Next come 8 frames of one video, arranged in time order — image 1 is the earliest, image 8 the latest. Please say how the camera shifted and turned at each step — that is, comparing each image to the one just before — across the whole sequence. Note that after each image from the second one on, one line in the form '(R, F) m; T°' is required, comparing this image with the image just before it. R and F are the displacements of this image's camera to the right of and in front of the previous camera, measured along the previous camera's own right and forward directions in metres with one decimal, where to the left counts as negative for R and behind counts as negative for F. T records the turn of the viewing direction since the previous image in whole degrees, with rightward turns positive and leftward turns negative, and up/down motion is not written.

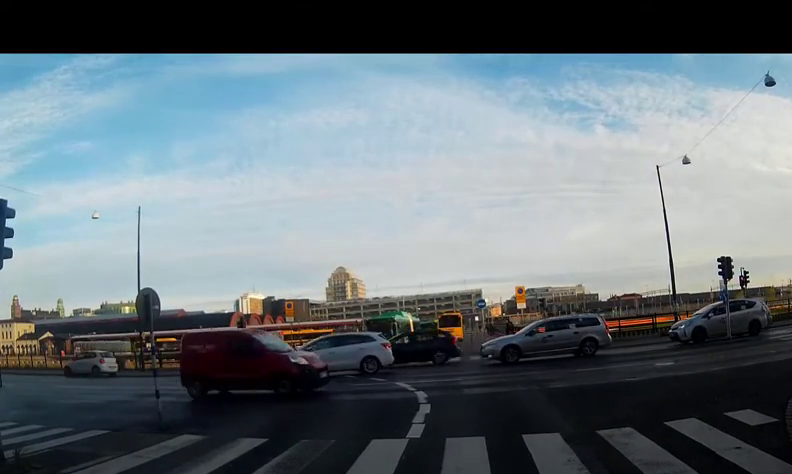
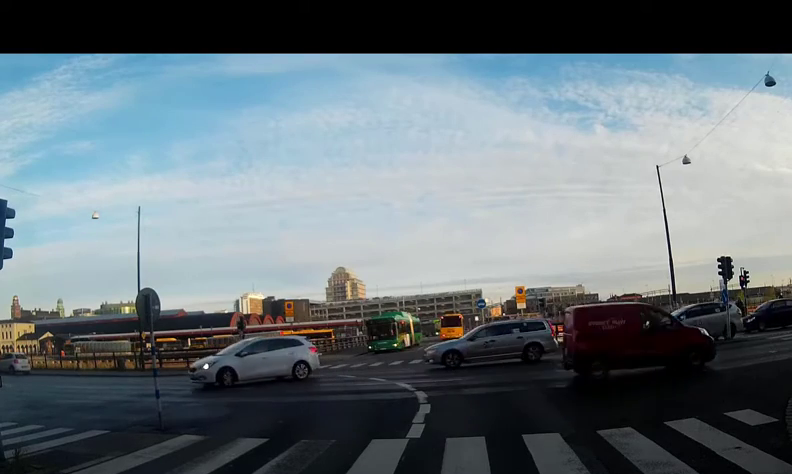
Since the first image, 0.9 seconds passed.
(0.0, 0.0) m; 0°
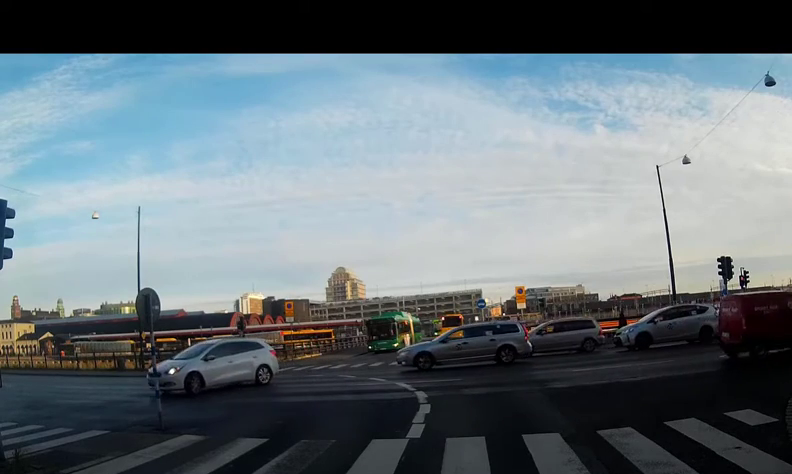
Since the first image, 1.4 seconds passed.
(0.0, 0.0) m; 0°
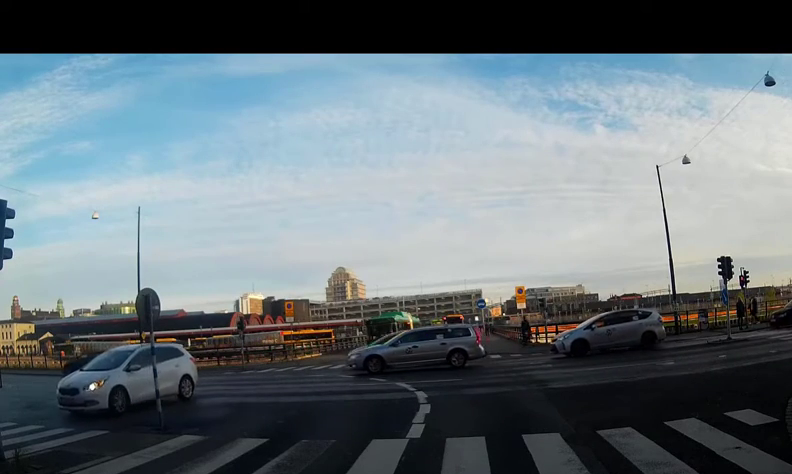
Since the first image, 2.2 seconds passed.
(0.0, 0.0) m; 0°
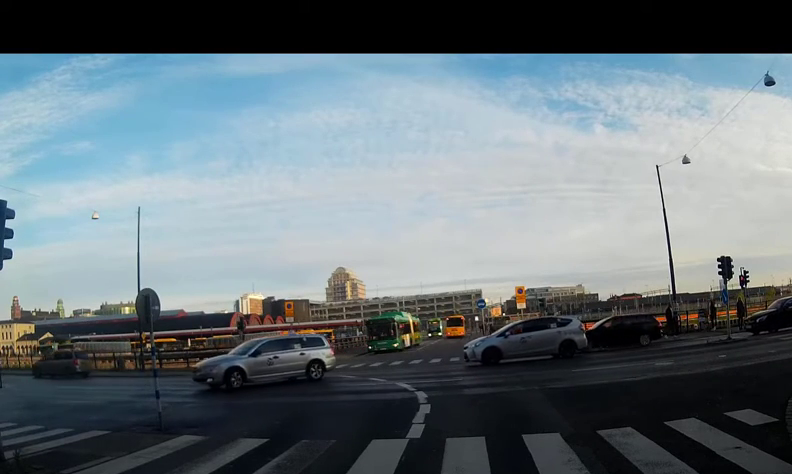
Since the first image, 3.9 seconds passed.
(0.0, 0.0) m; 0°
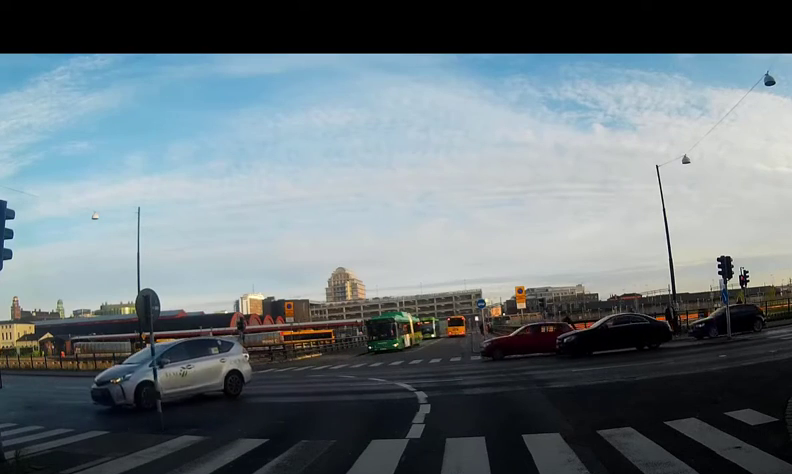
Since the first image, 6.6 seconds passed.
(0.0, 0.0) m; 0°
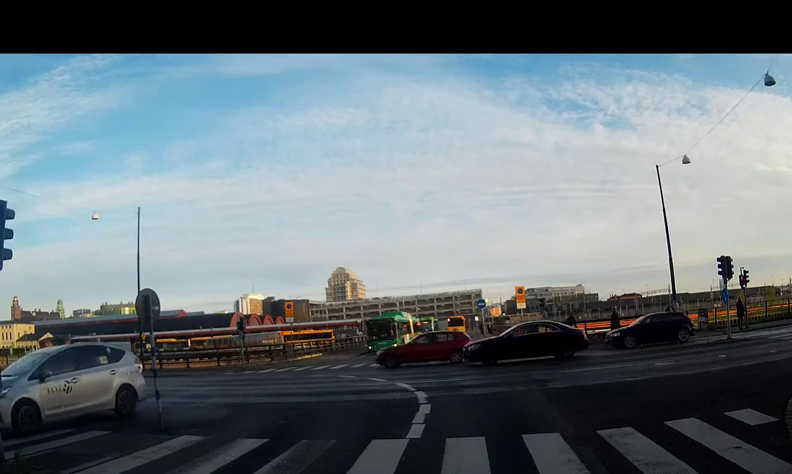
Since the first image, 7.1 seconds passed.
(0.0, 0.0) m; 0°
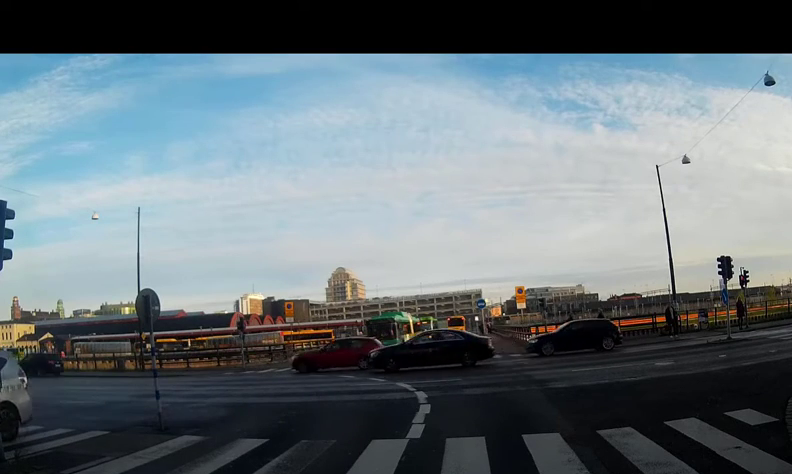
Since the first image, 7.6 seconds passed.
(0.0, 0.0) m; 0°
